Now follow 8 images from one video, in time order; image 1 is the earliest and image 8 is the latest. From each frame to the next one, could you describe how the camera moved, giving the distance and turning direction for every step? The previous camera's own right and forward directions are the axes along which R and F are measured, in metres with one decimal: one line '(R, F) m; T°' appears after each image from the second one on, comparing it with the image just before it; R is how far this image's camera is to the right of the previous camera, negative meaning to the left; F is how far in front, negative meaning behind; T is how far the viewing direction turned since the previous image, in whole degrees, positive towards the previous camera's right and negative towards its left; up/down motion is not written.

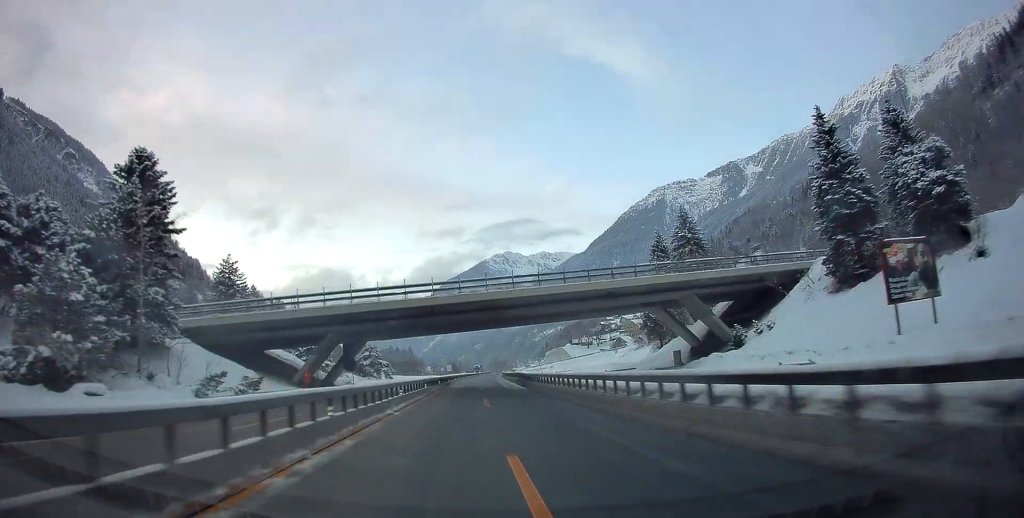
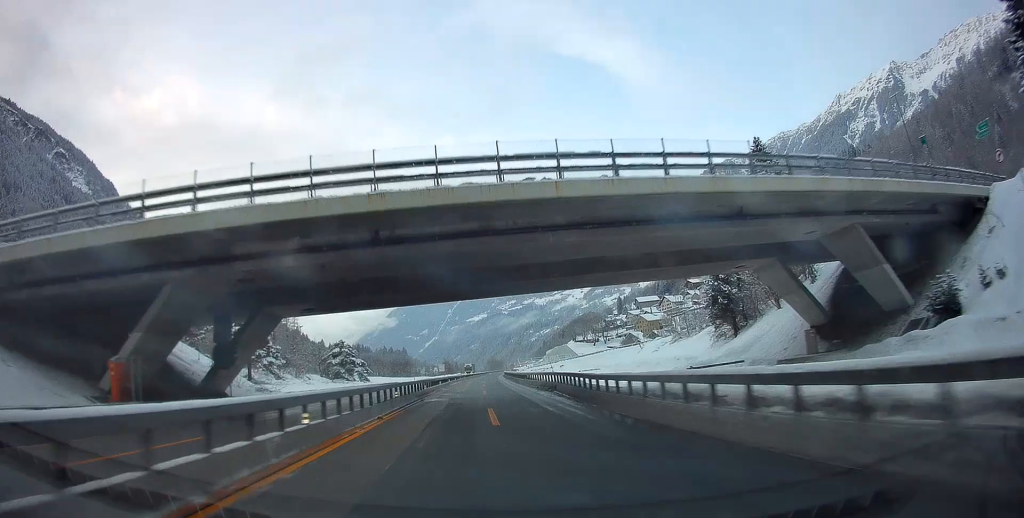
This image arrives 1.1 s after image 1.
(-0.2, +25.1) m; 0°
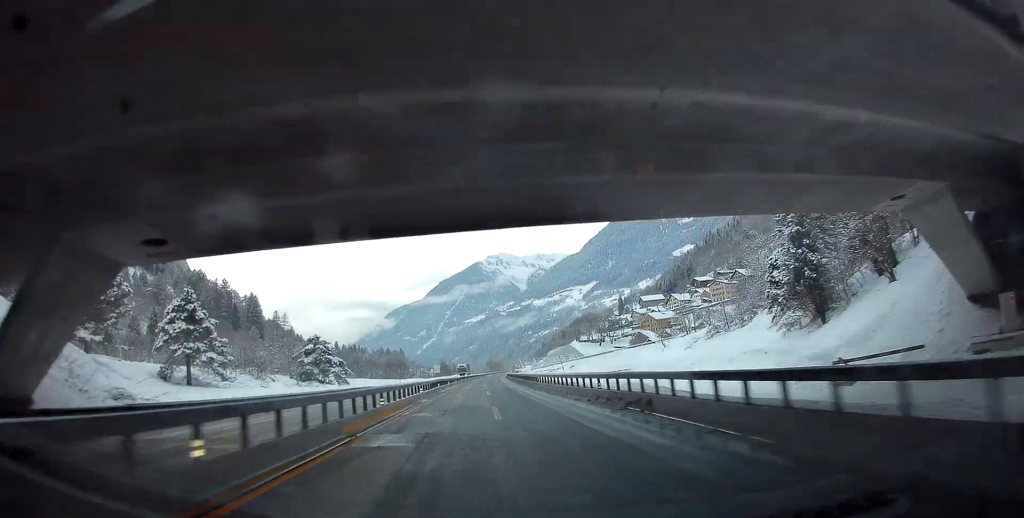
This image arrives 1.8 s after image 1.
(0.0, +15.5) m; 0°
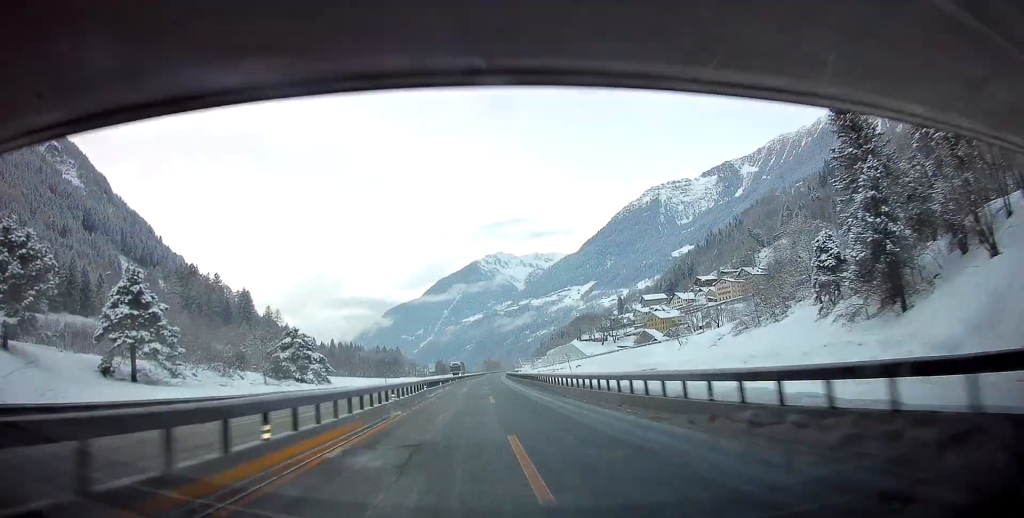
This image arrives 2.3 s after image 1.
(0.0, +10.3) m; 0°
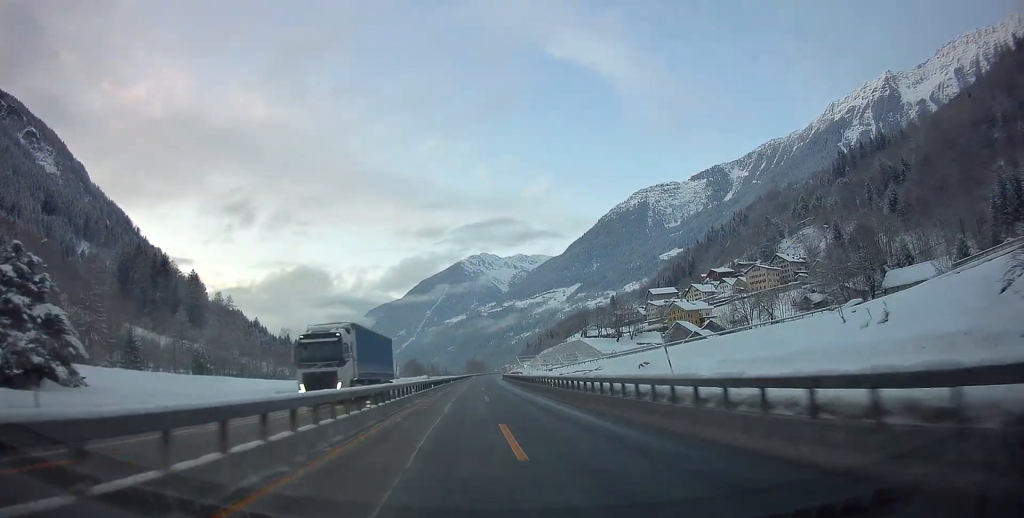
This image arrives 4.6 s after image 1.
(+0.7, +50.9) m; +2°
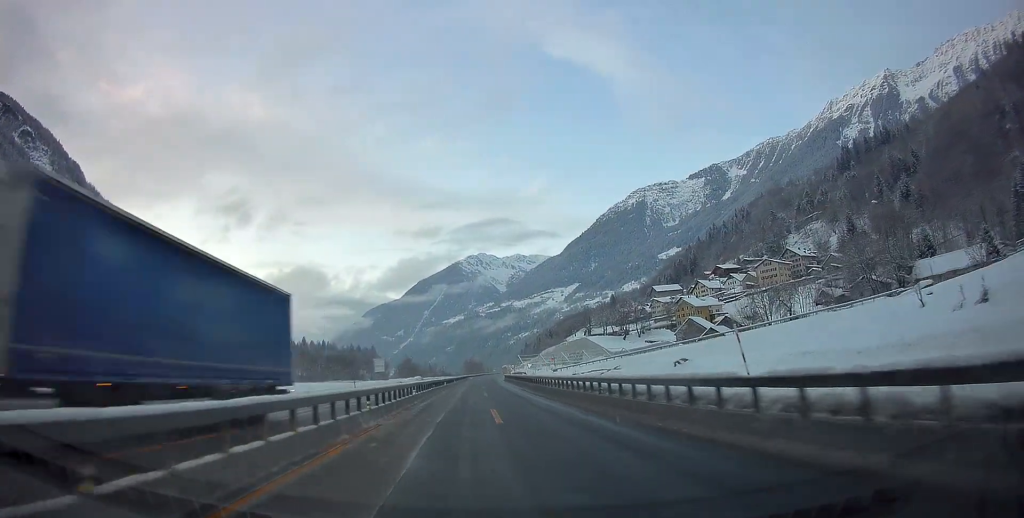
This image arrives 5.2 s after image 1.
(-0.1, +11.4) m; +1°
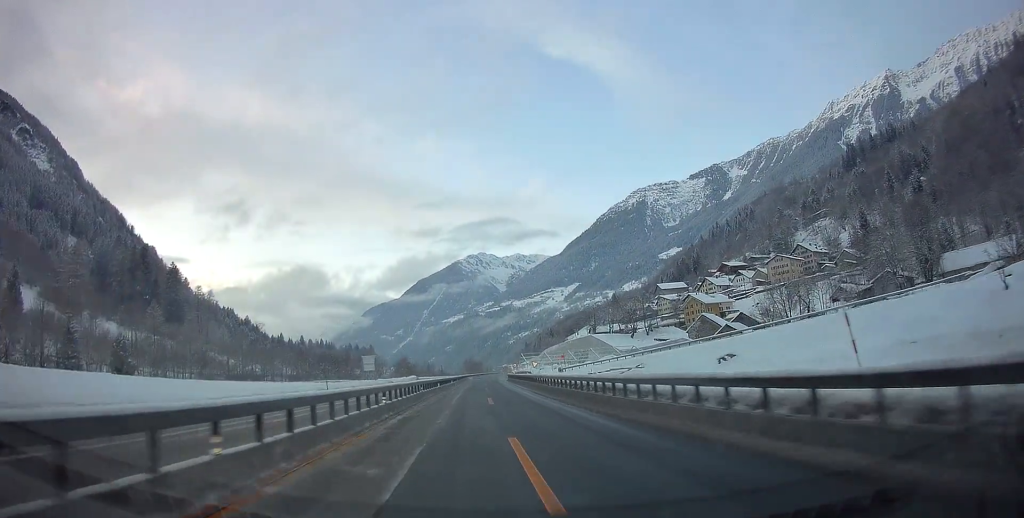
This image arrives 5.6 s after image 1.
(+0.2, +10.0) m; 0°
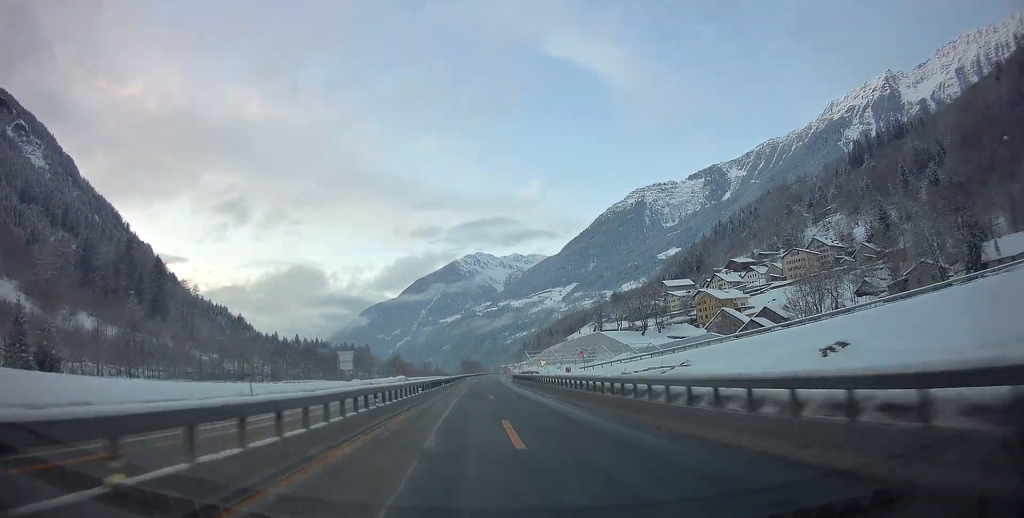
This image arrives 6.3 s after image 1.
(+0.1, +13.6) m; 0°
